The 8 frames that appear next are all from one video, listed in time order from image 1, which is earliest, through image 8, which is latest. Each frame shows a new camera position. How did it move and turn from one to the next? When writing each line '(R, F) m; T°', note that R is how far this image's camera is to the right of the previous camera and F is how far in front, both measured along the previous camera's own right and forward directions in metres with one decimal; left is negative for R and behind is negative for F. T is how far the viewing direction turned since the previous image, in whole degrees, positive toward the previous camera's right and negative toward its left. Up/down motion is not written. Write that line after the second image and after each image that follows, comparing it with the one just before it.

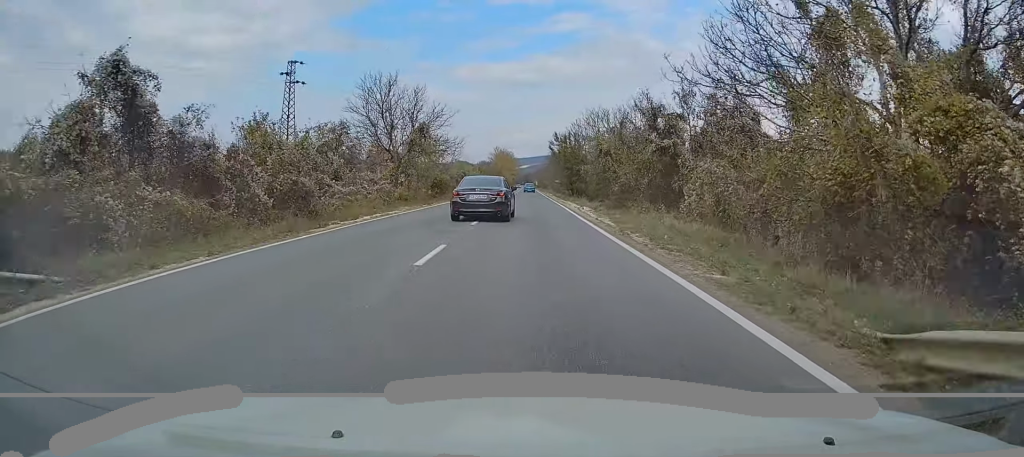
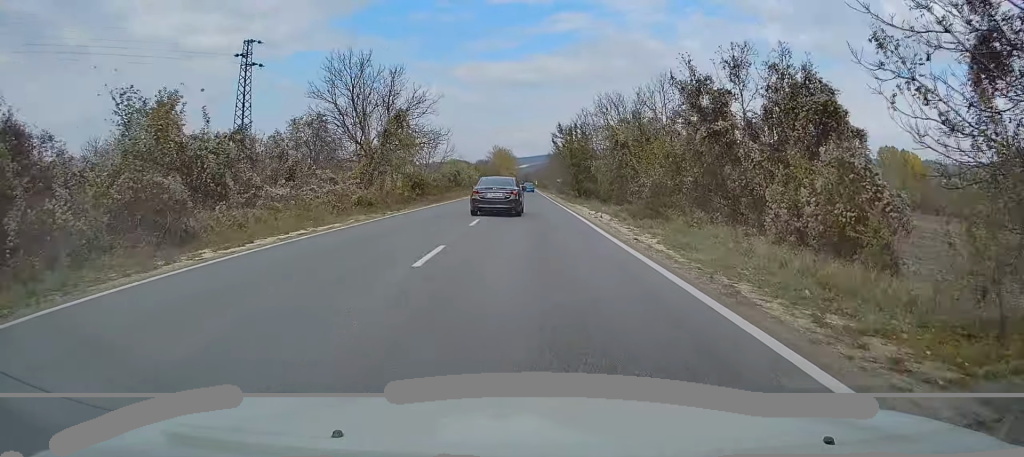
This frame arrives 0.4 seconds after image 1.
(0.0, +9.1) m; 0°
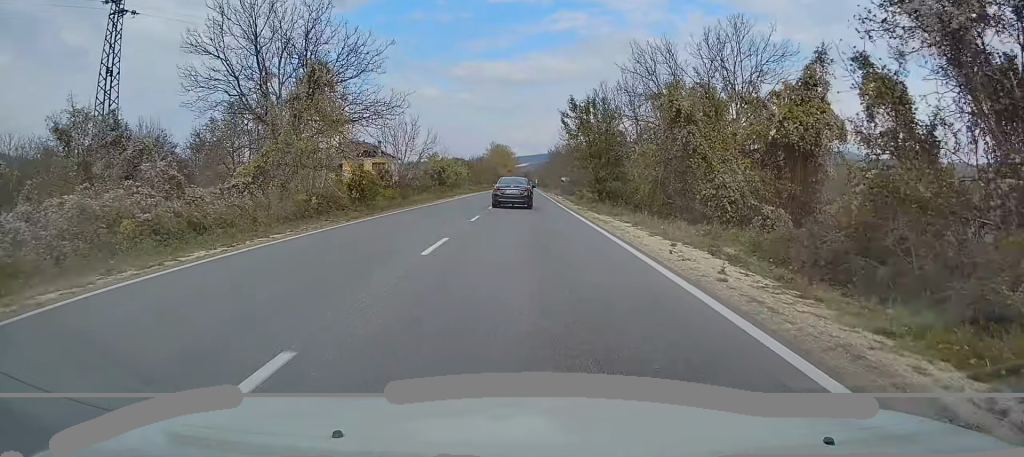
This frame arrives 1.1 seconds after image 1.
(+0.1, +16.7) m; 0°
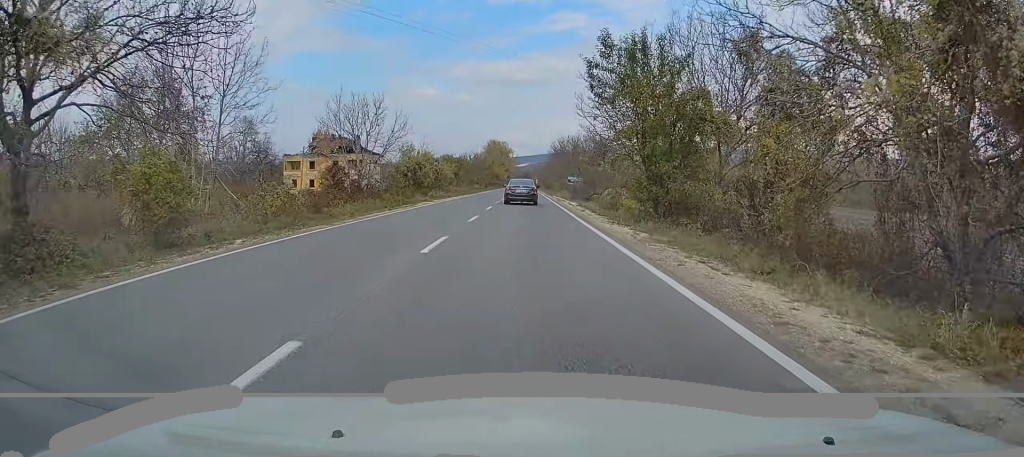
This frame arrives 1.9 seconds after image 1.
(+0.1, +17.4) m; 0°
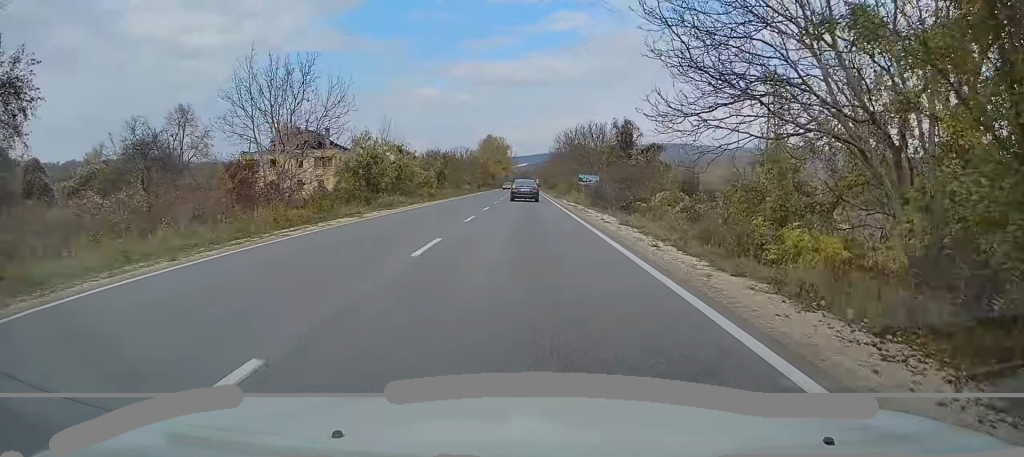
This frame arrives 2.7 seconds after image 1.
(0.0, +18.2) m; 0°
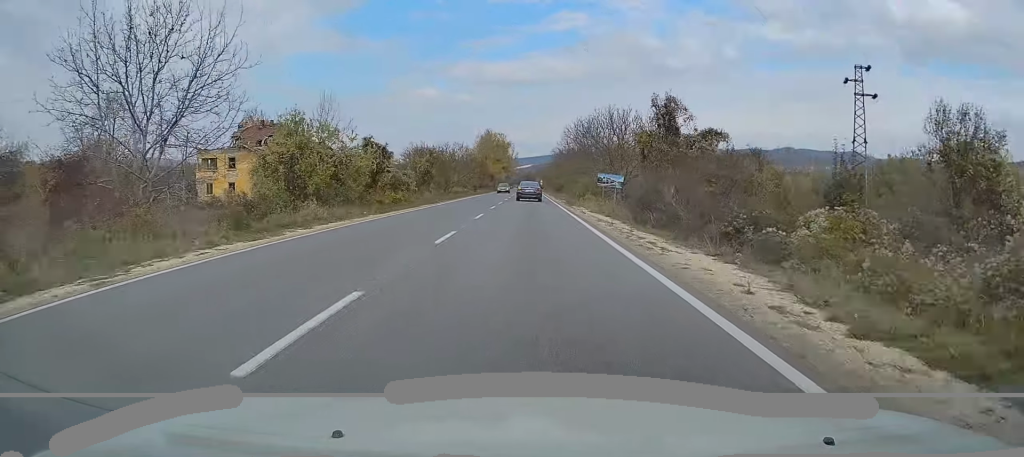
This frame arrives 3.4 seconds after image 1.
(-0.1, +15.4) m; 0°
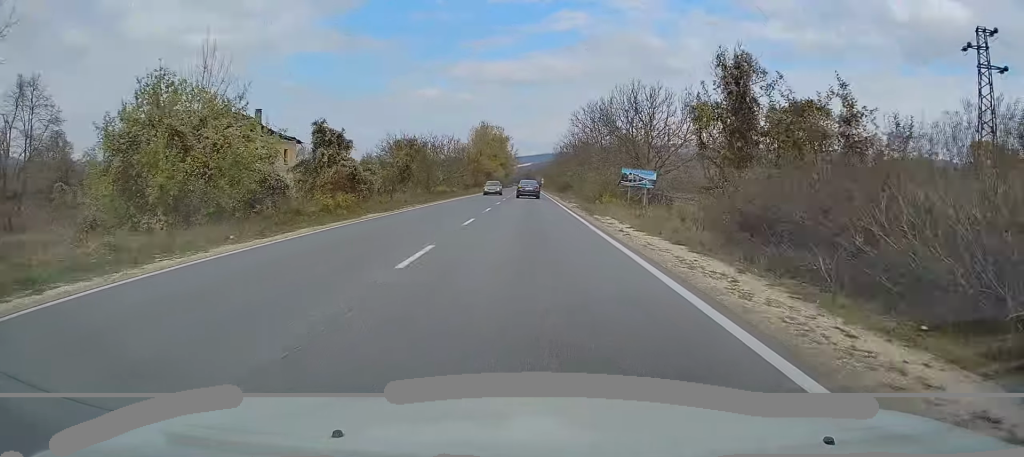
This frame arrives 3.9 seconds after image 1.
(0.0, +13.2) m; 0°
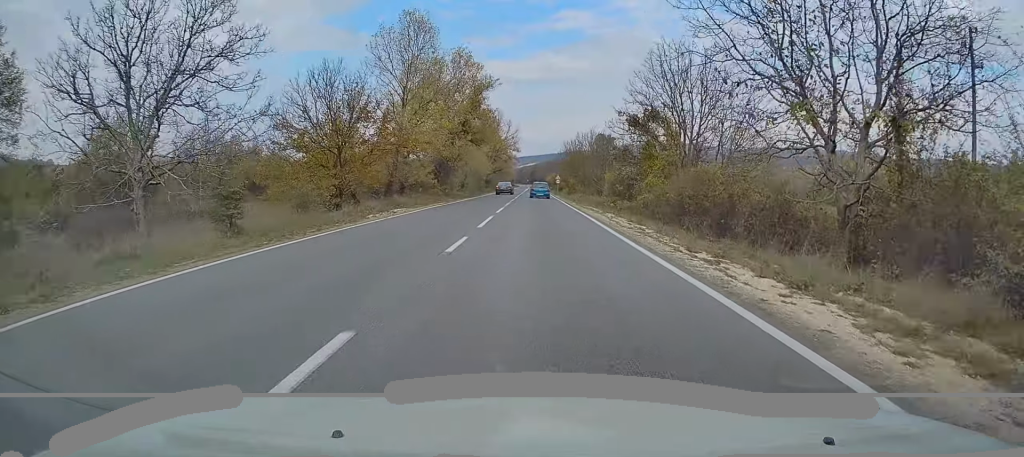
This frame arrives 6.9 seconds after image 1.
(+0.1, +69.9) m; 0°
